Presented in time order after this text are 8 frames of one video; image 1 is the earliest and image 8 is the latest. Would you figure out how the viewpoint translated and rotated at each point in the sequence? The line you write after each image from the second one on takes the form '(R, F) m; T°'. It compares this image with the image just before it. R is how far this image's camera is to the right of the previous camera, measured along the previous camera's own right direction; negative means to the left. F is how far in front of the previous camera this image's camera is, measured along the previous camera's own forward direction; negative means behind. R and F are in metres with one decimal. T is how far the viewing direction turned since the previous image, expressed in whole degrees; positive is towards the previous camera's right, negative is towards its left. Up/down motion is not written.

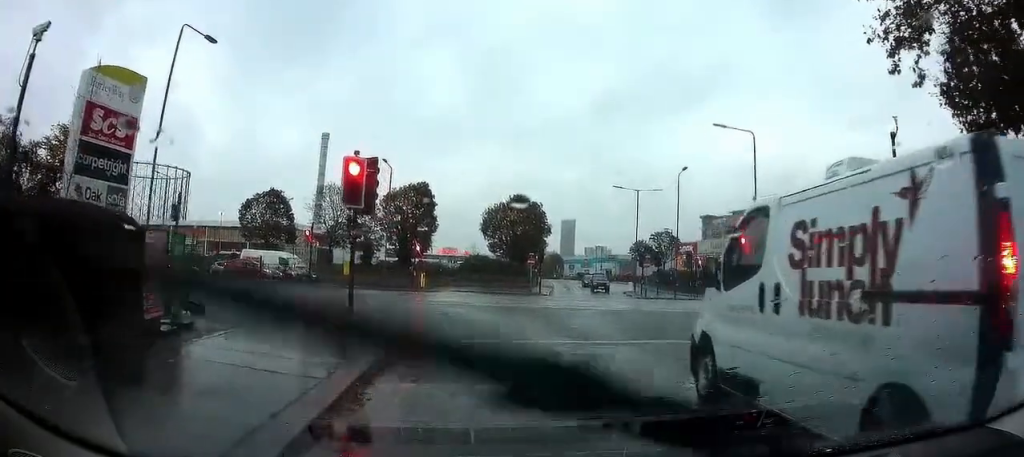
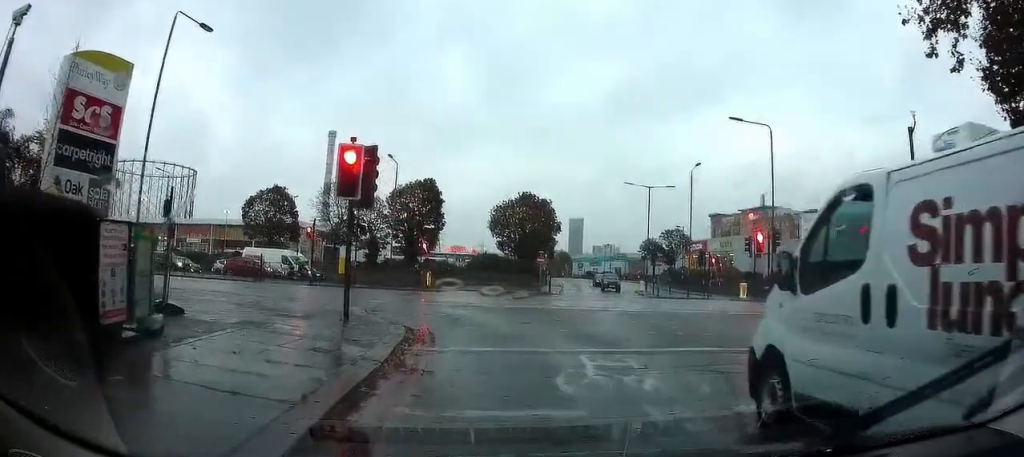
(0.0, +1.3) m; +1°
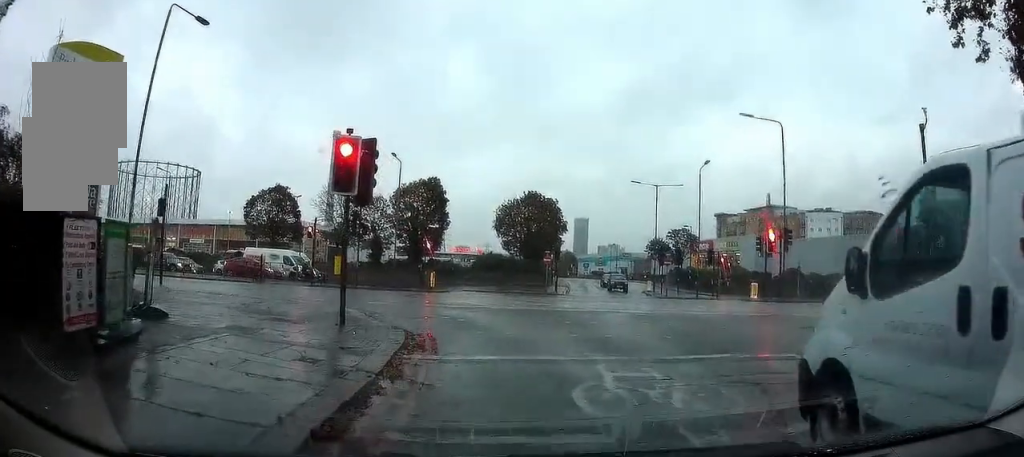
(-0.1, +1.0) m; 0°
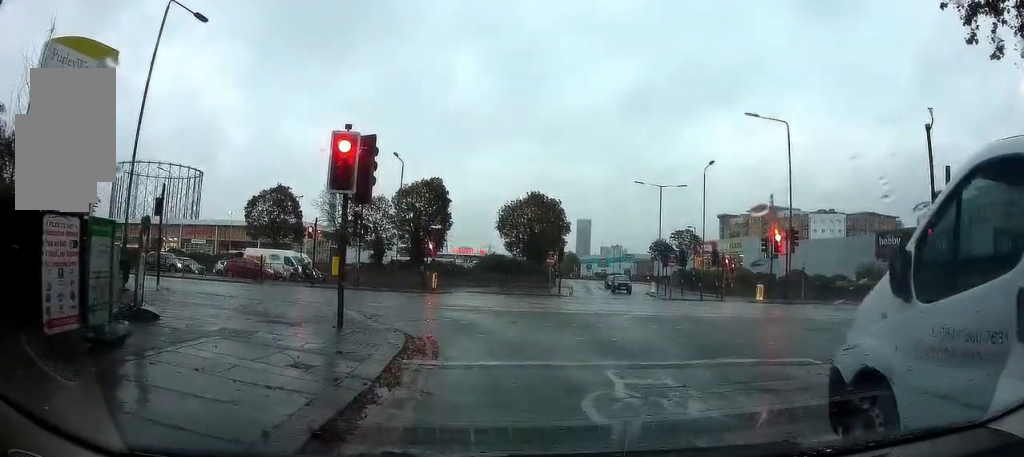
(-0.2, +0.5) m; 0°
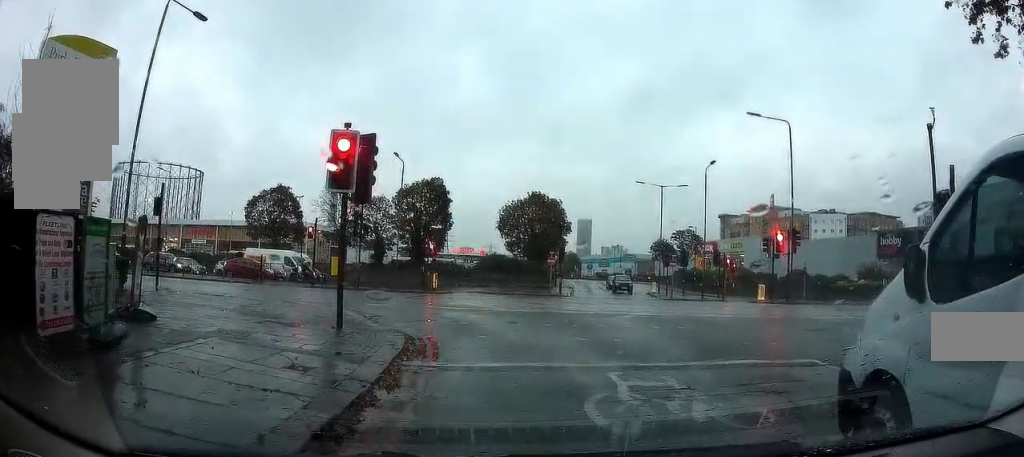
(-0.2, +0.3) m; 0°
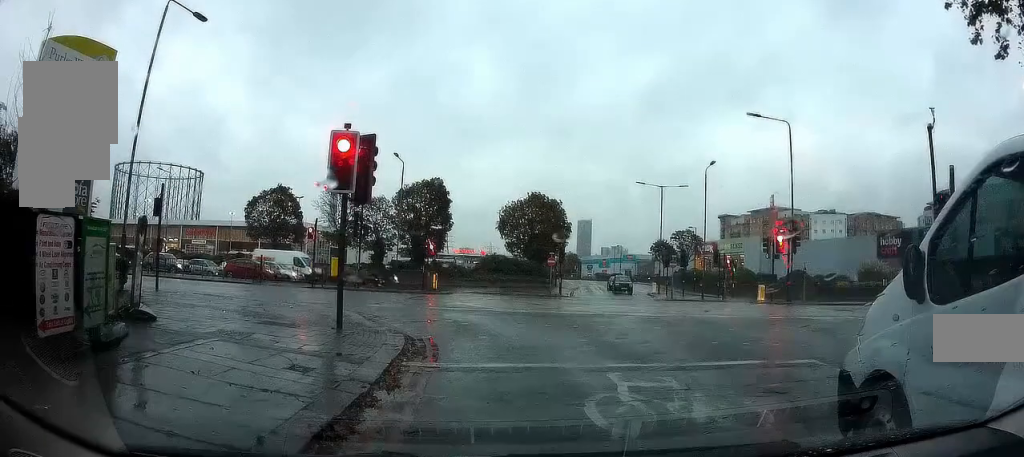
(0.0, 0.0) m; 0°
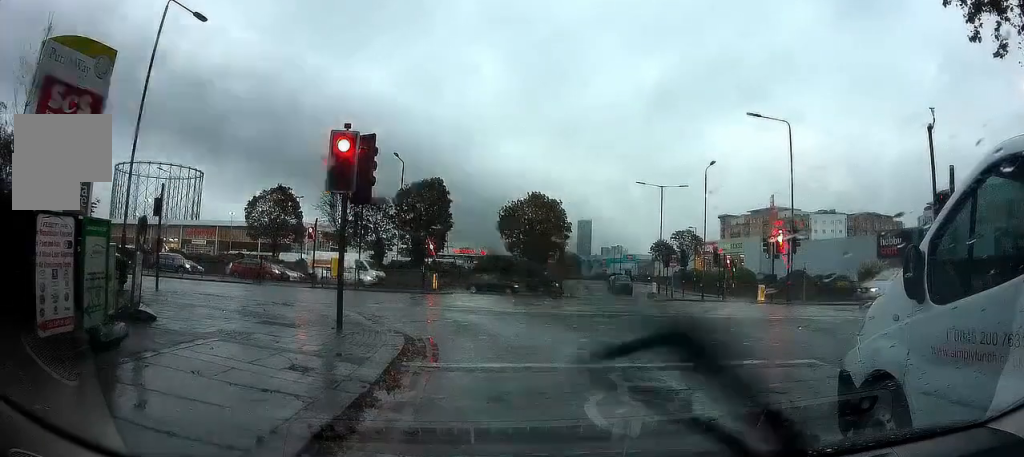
(0.0, 0.0) m; 0°
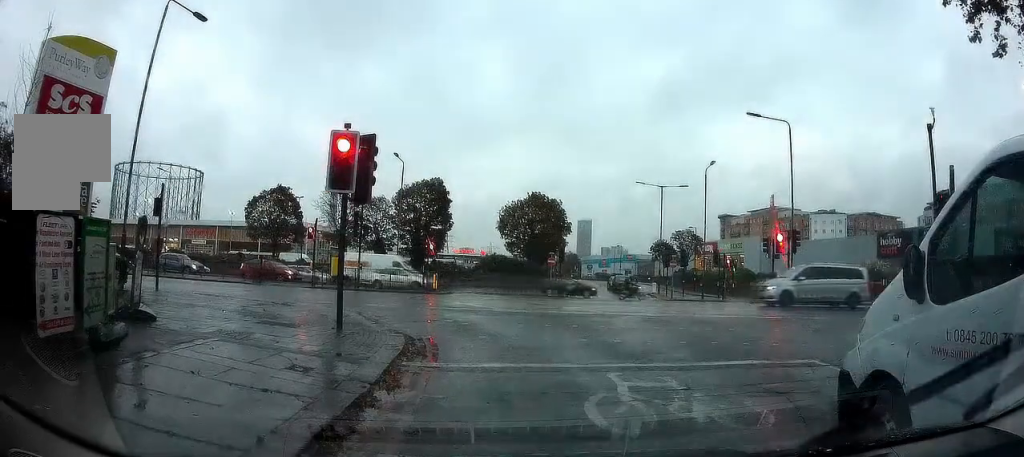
(0.0, 0.0) m; 0°
